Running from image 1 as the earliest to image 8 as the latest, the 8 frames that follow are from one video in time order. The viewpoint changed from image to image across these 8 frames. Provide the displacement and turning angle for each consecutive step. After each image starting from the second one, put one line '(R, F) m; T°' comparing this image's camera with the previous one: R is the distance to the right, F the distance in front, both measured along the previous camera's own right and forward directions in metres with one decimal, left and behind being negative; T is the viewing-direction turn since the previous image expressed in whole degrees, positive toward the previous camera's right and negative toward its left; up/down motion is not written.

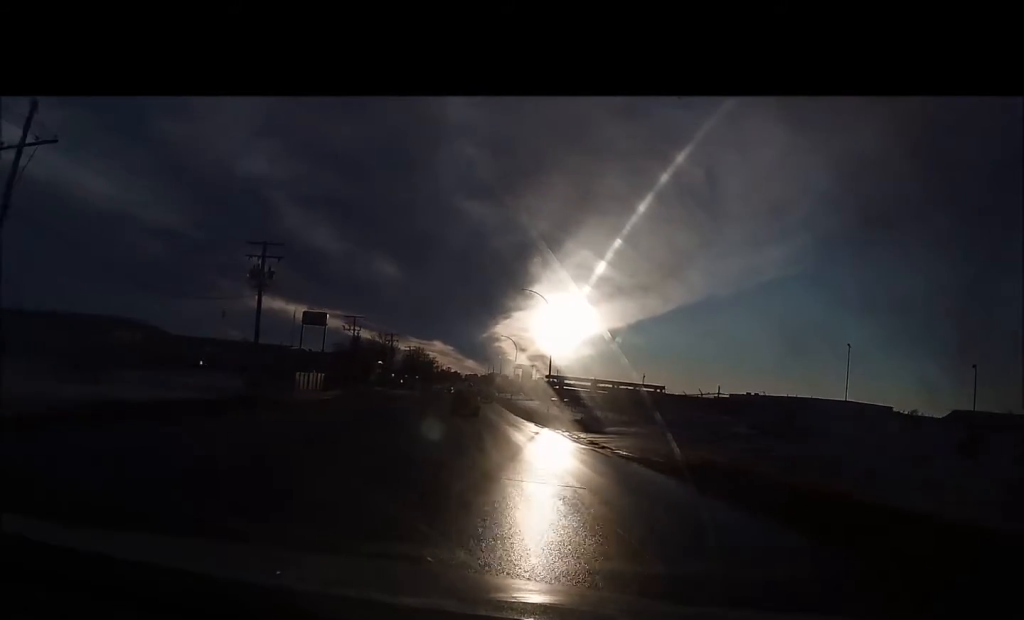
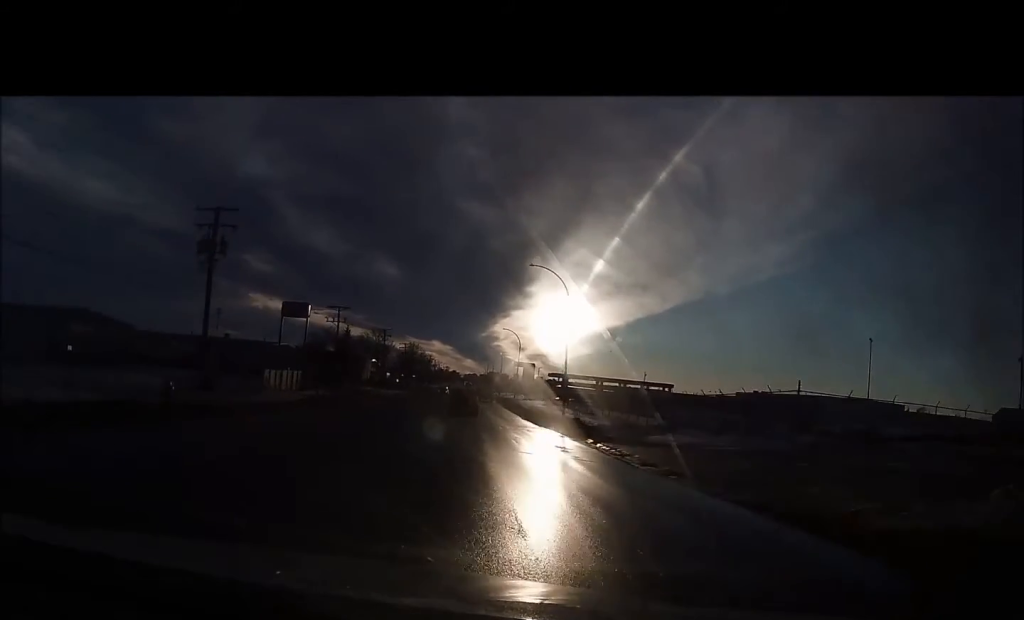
(+0.1, +11.5) m; 0°
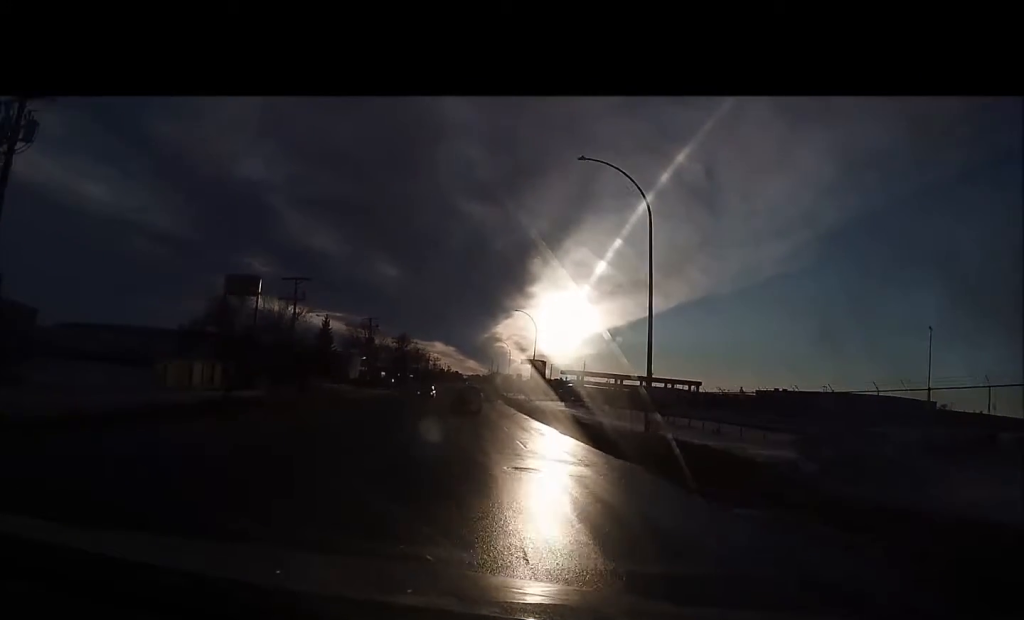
(+0.1, +20.9) m; 0°
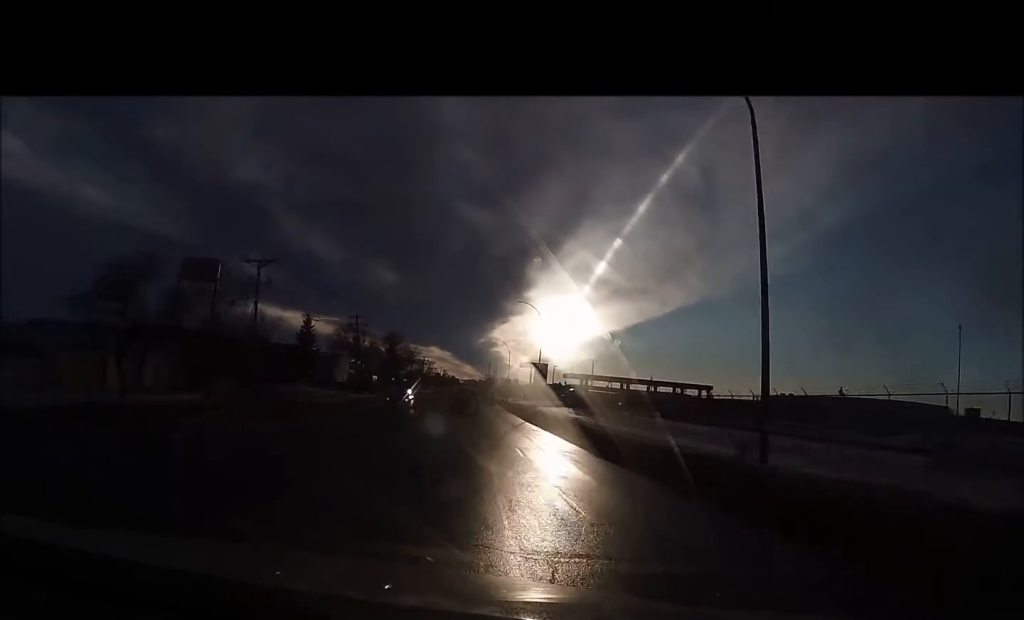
(-0.1, +9.3) m; 0°
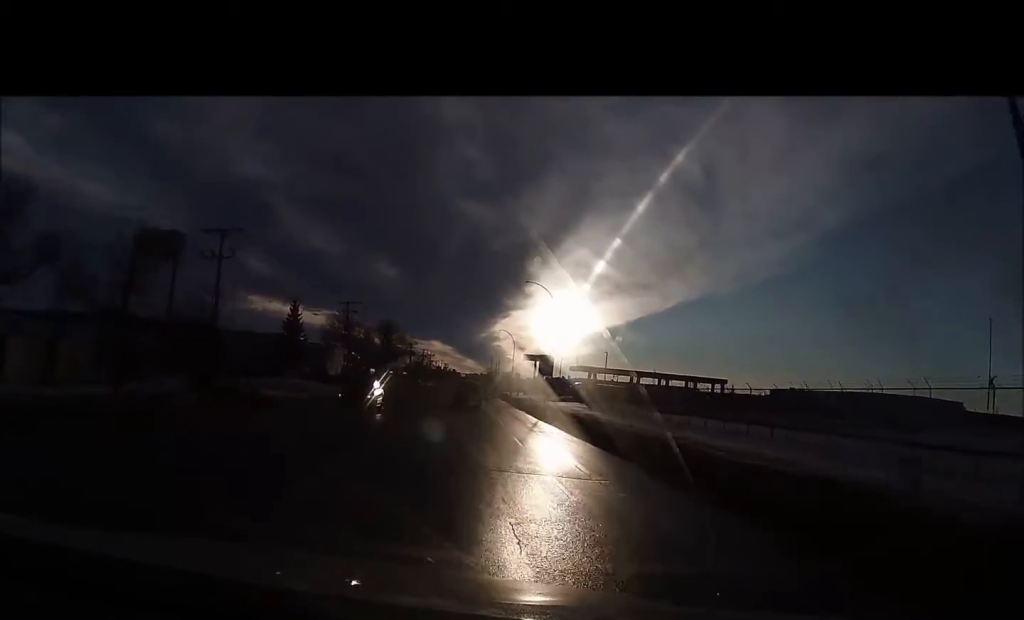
(-0.1, +8.4) m; 0°
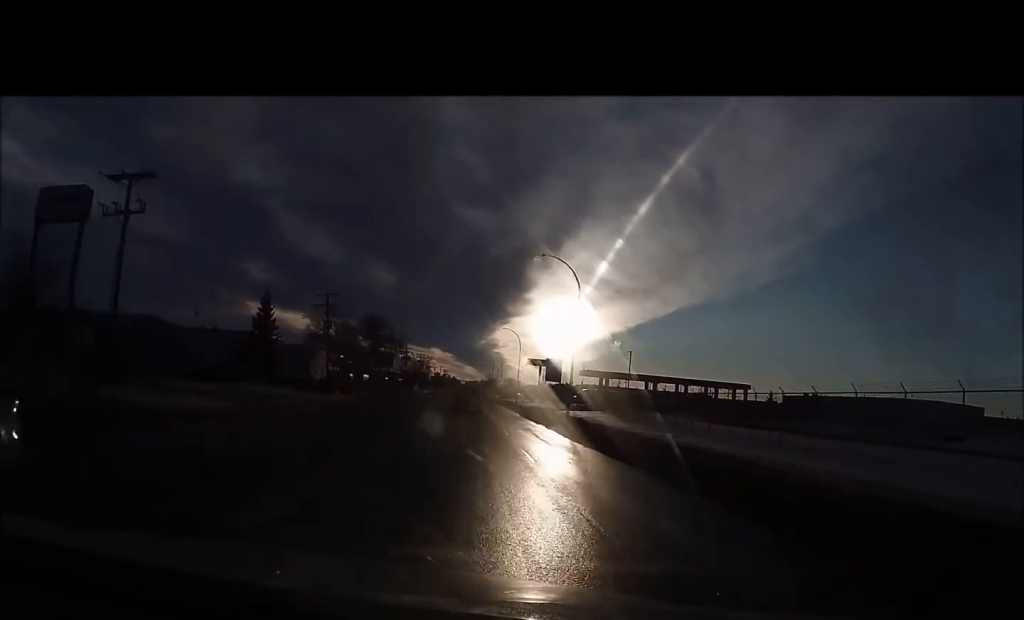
(+0.2, +13.1) m; -1°
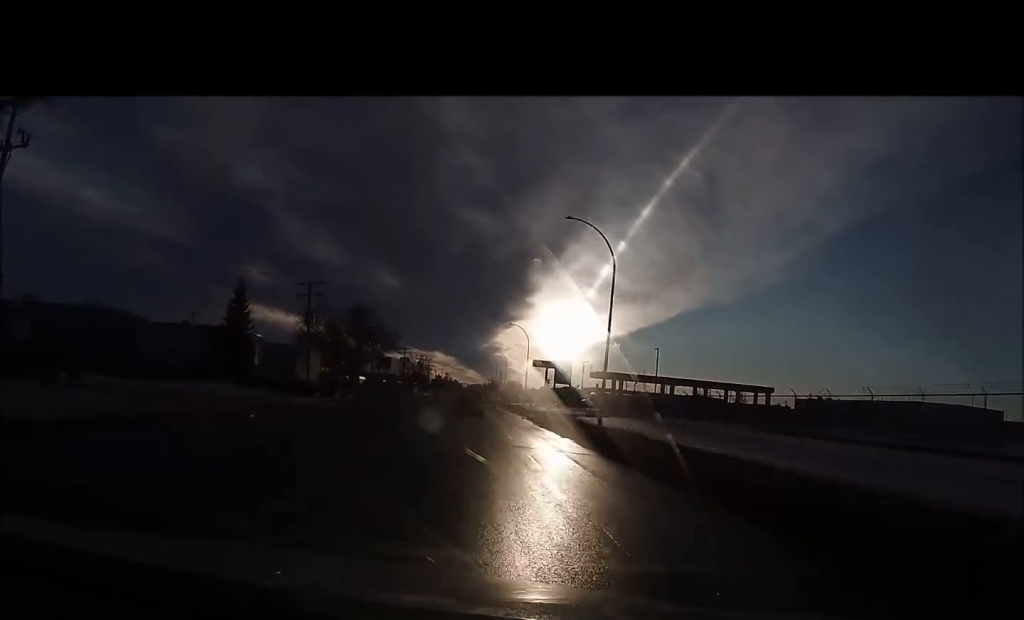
(-0.5, +10.6) m; 0°
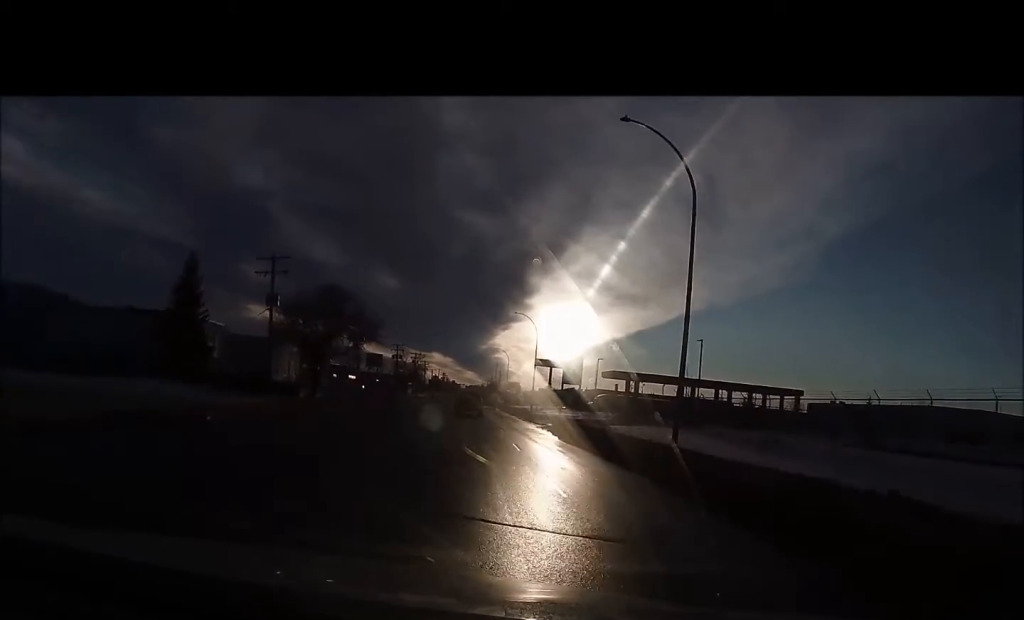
(+0.3, +12.3) m; 0°
